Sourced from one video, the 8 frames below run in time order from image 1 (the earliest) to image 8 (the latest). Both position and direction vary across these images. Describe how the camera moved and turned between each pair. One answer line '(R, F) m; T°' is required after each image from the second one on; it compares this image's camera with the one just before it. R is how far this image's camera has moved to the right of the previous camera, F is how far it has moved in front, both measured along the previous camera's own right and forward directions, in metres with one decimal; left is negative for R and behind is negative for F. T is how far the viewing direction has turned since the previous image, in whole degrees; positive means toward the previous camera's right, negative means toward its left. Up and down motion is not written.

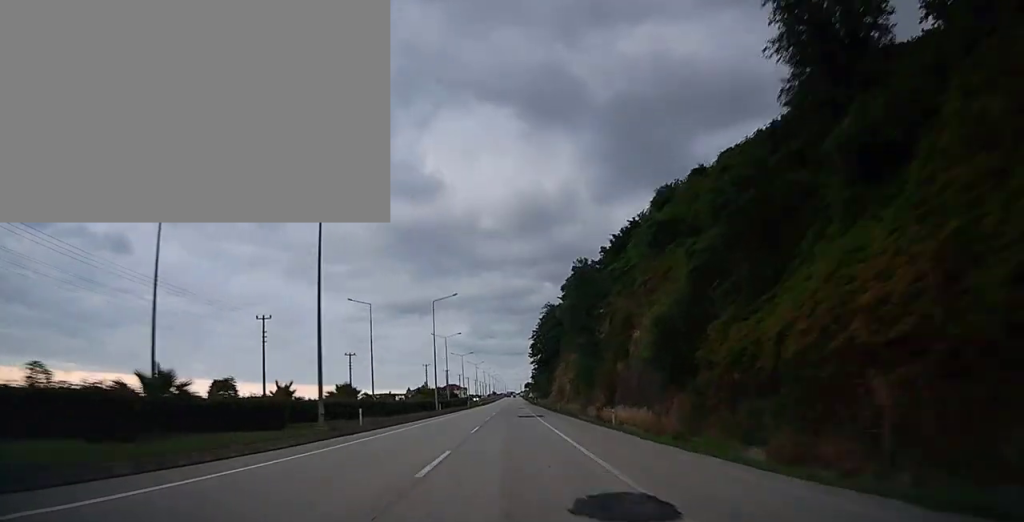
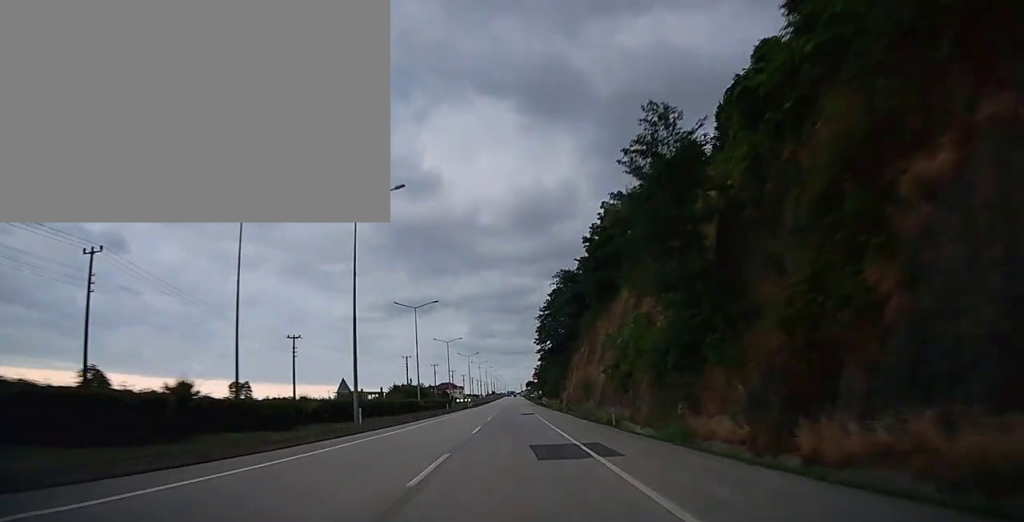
(-0.1, +29.9) m; 0°
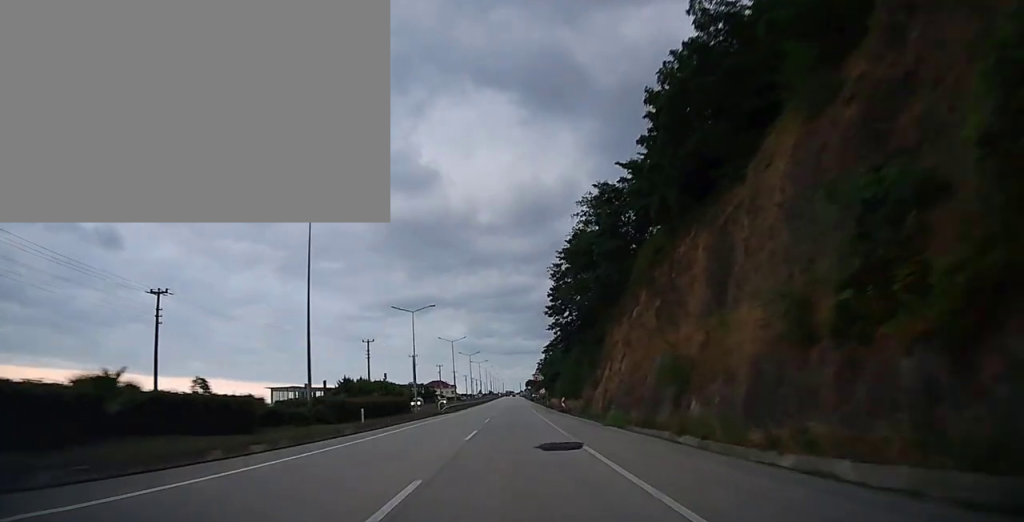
(0.0, +34.1) m; 0°
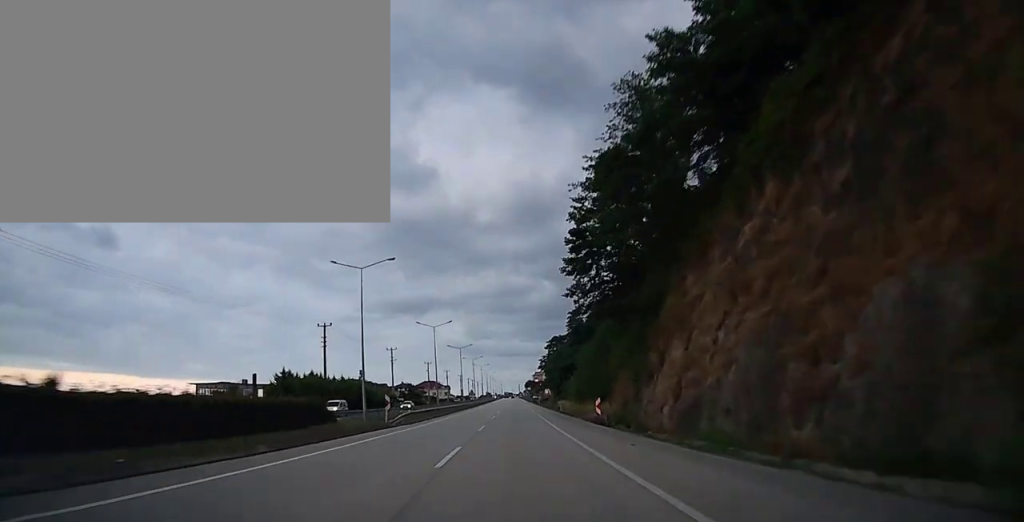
(+0.1, +23.3) m; 0°
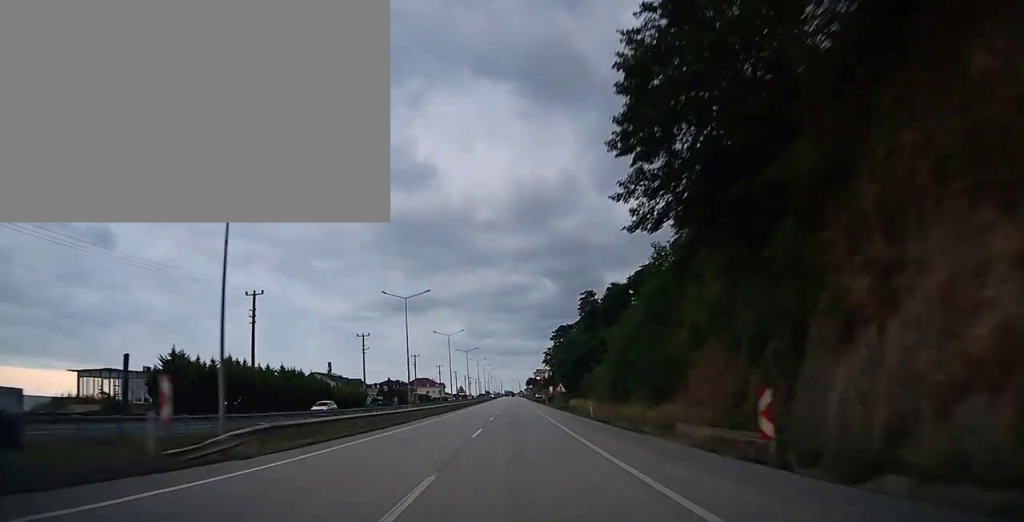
(+0.1, +21.3) m; 0°
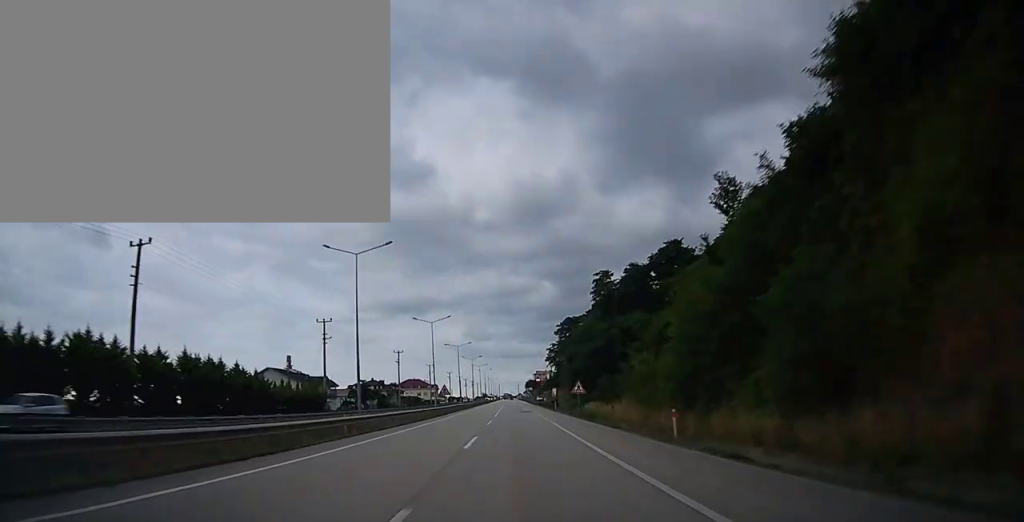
(-0.1, +18.4) m; 0°
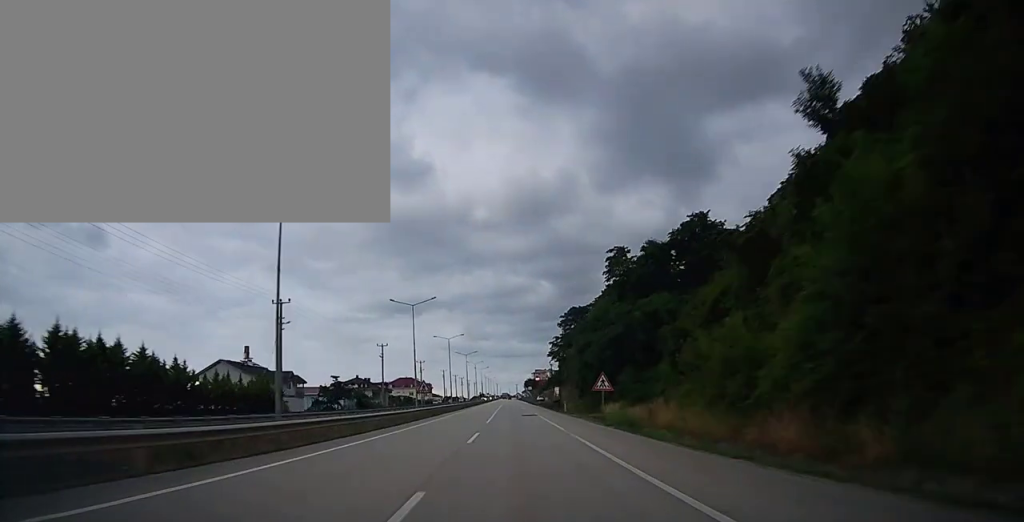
(-0.1, +13.2) m; 0°
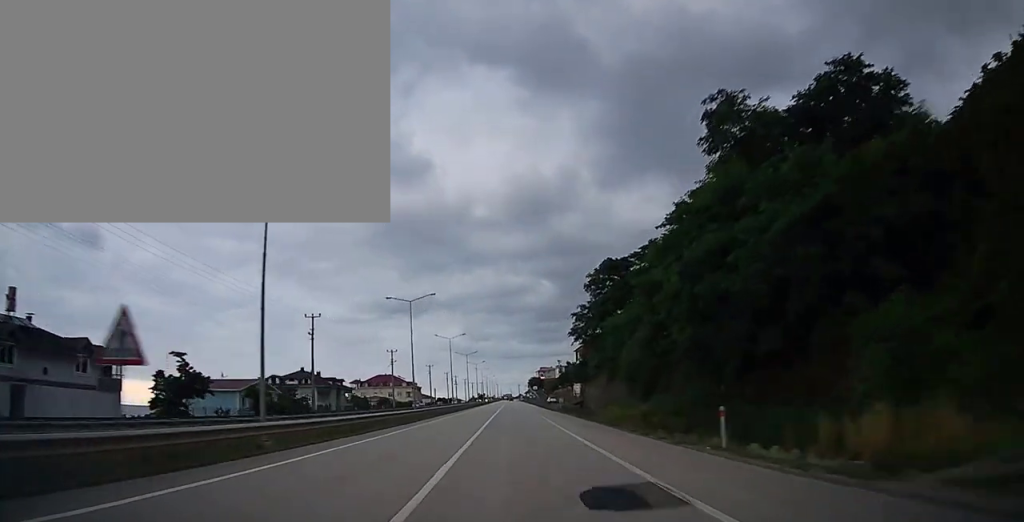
(+0.2, +37.7) m; 0°
